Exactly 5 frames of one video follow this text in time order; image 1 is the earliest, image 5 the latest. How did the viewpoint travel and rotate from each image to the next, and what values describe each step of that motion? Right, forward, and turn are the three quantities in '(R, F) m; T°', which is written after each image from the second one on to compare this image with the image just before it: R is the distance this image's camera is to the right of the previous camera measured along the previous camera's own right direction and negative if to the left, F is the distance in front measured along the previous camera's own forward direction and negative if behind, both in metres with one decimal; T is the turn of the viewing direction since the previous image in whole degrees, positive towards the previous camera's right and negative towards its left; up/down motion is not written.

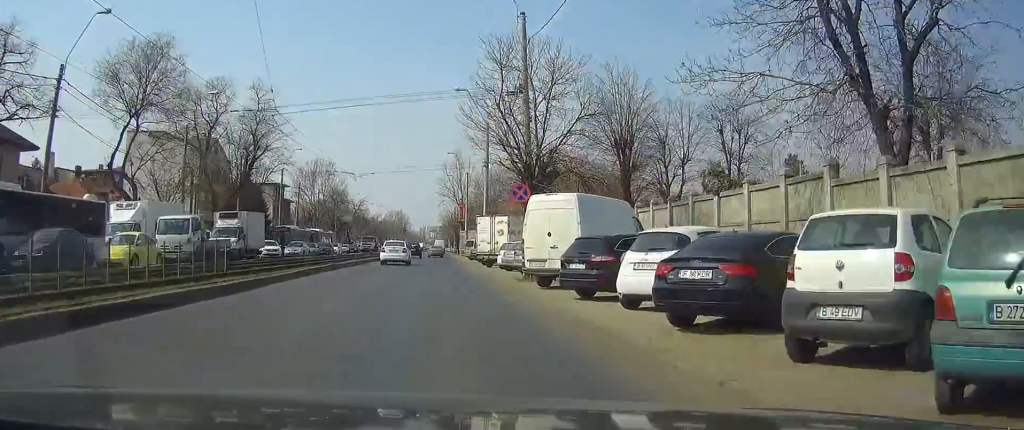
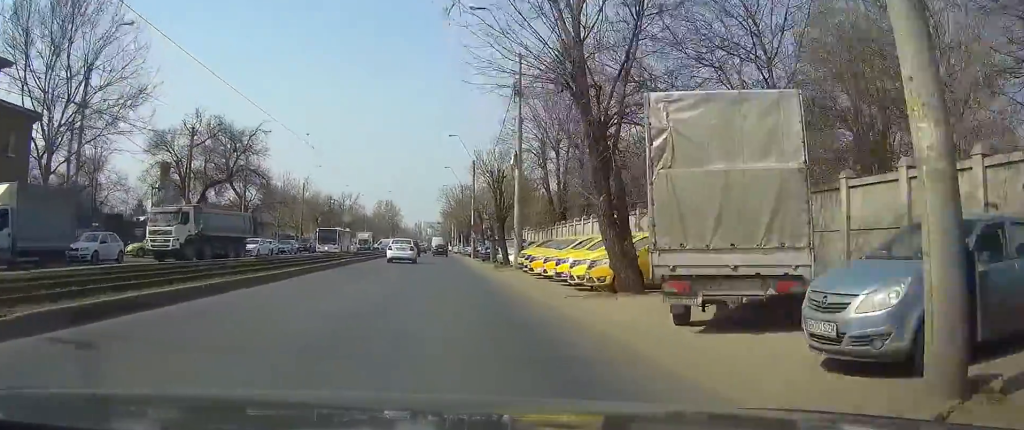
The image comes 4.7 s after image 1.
(-0.5, +79.0) m; 0°
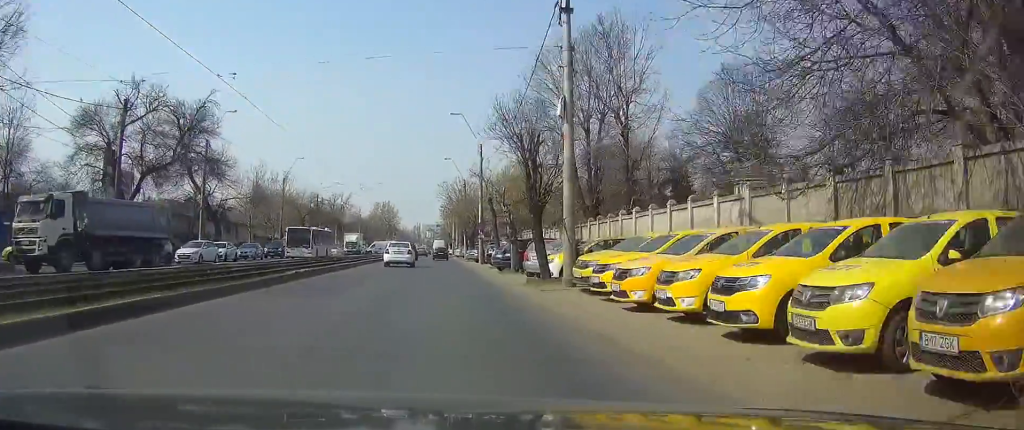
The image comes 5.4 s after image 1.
(0.0, +12.3) m; 0°
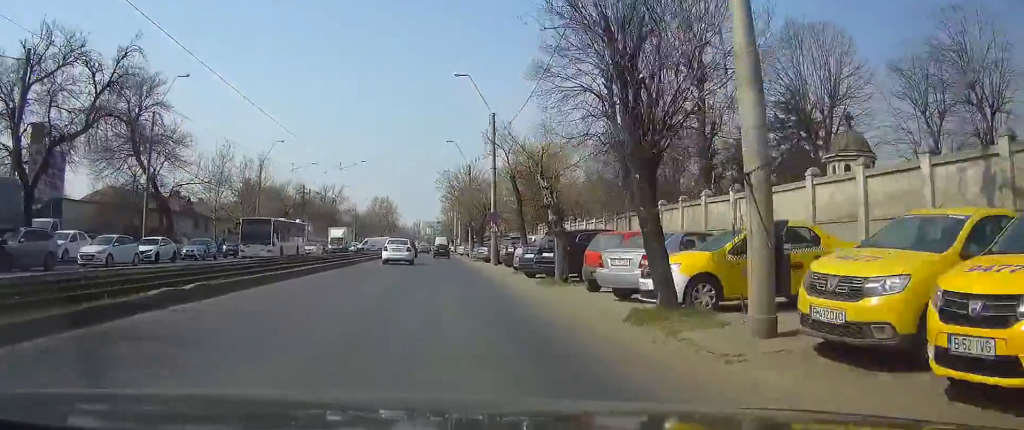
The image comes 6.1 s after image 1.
(0.0, +11.7) m; 0°
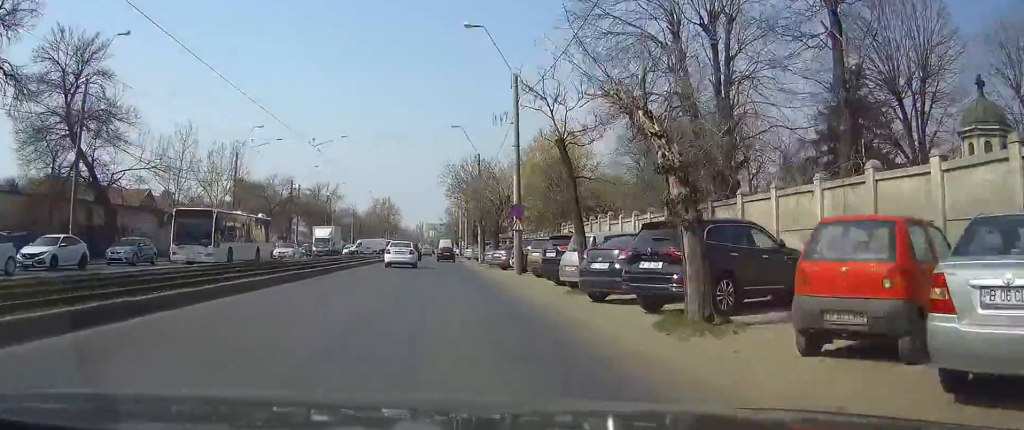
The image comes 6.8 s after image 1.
(0.0, +10.5) m; 0°
